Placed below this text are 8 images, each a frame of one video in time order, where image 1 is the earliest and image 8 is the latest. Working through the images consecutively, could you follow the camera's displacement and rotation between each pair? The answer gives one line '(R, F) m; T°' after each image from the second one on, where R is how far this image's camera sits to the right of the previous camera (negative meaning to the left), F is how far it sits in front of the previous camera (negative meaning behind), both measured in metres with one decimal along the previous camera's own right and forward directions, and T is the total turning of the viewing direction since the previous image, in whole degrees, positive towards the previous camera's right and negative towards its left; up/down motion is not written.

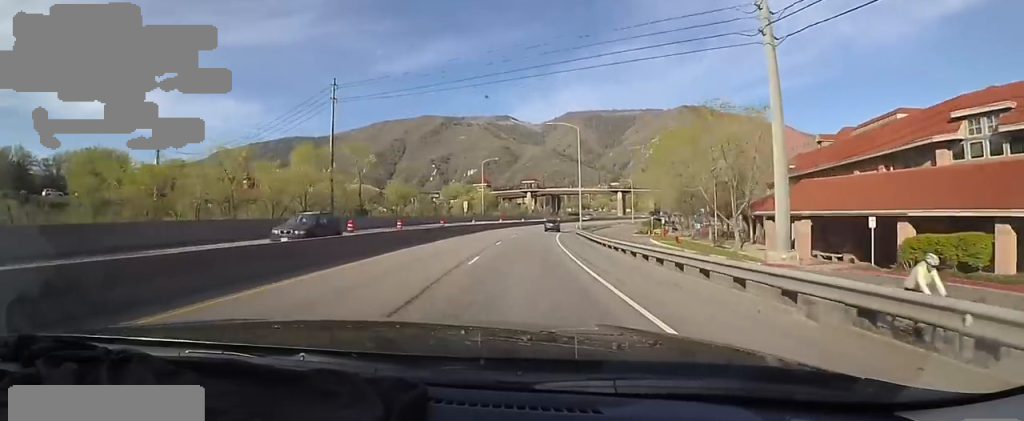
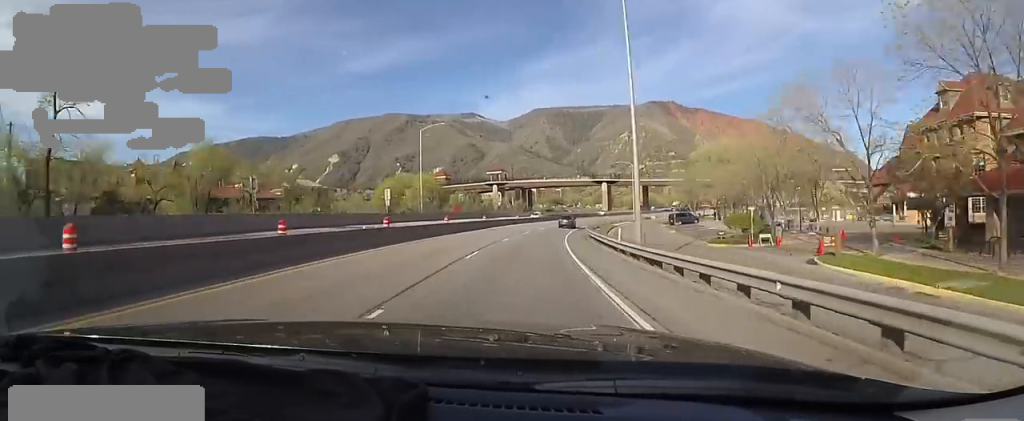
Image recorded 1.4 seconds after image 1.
(+0.7, +35.3) m; +1°
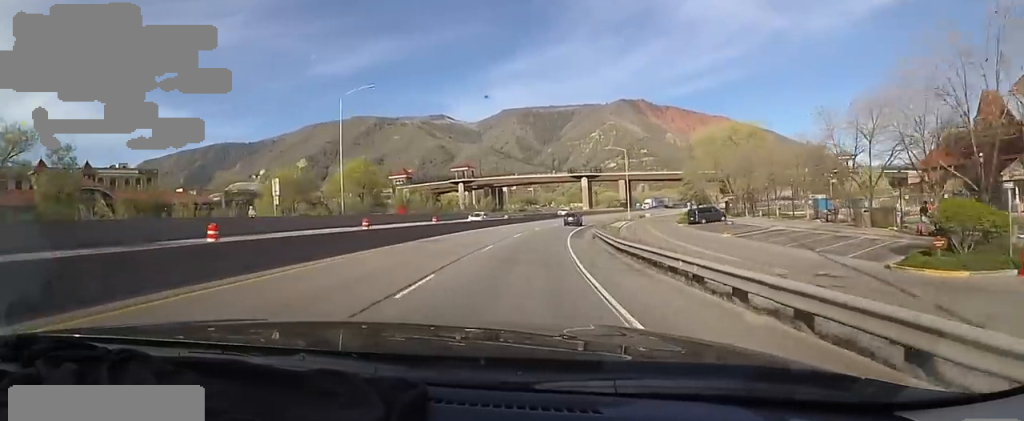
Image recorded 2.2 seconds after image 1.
(-0.3, +19.8) m; +3°
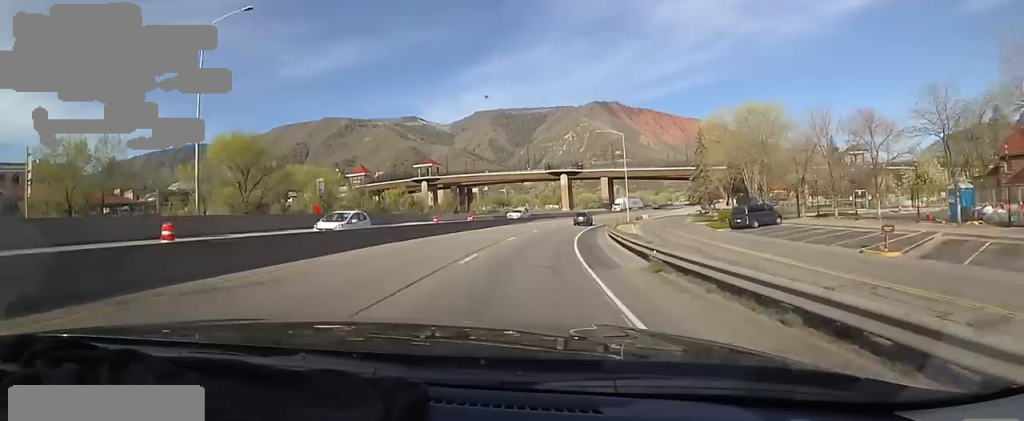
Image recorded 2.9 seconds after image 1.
(+1.4, +17.8) m; +5°
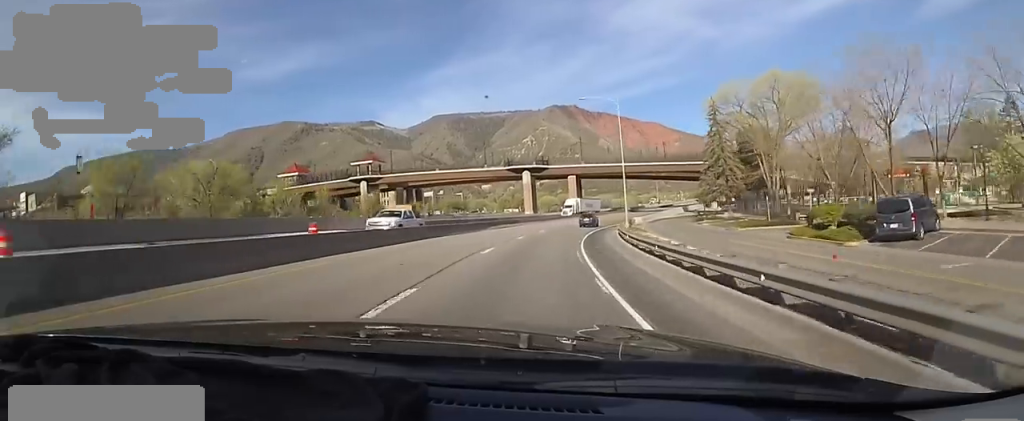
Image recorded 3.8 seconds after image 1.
(+0.2, +20.0) m; +4°
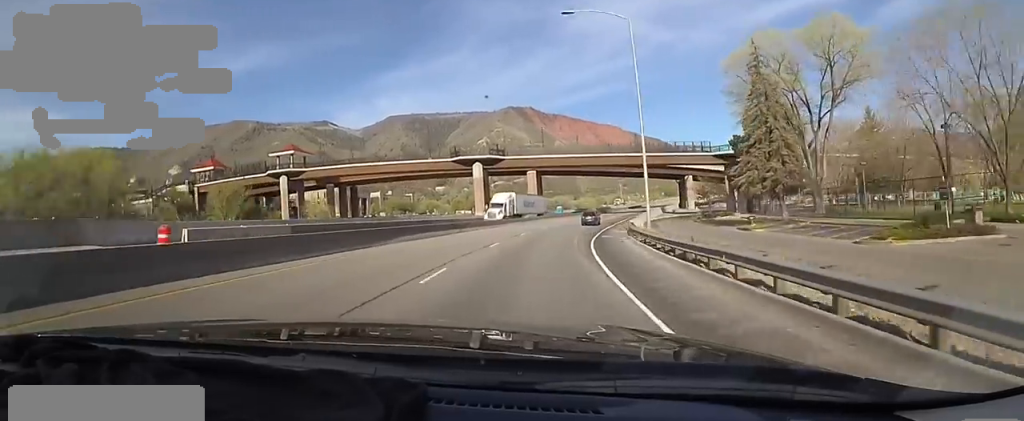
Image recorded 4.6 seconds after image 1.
(+1.1, +19.9) m; +6°
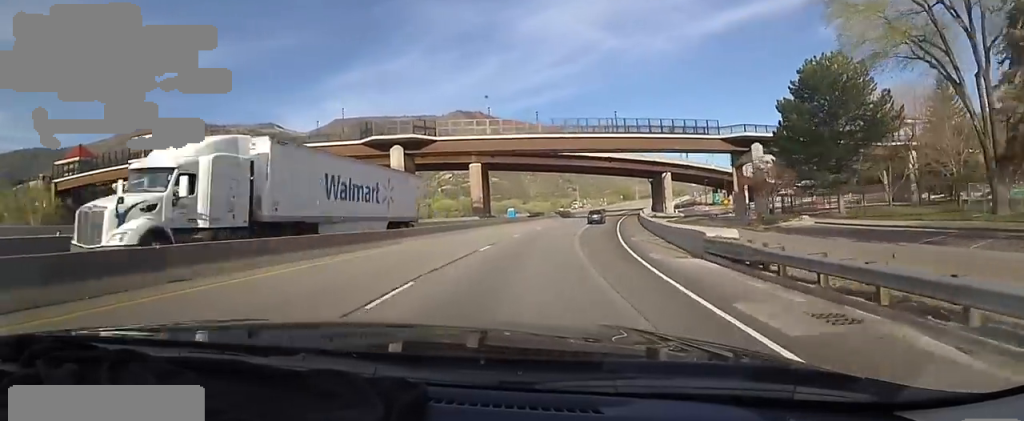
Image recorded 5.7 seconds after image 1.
(+1.9, +26.4) m; +8°
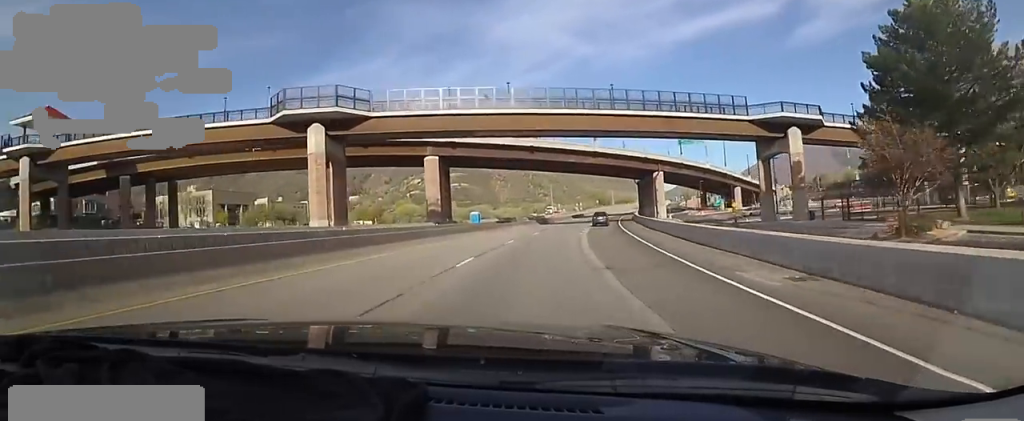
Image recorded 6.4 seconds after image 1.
(+0.9, +17.7) m; +4°
